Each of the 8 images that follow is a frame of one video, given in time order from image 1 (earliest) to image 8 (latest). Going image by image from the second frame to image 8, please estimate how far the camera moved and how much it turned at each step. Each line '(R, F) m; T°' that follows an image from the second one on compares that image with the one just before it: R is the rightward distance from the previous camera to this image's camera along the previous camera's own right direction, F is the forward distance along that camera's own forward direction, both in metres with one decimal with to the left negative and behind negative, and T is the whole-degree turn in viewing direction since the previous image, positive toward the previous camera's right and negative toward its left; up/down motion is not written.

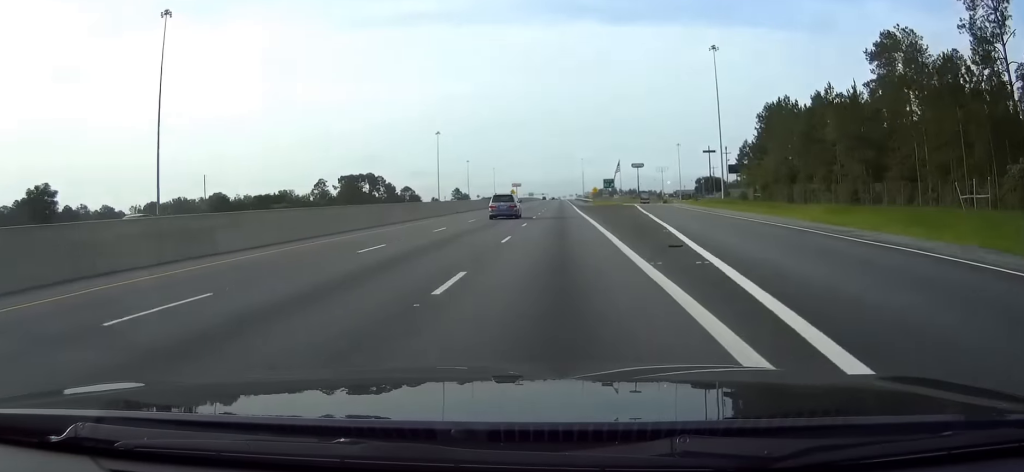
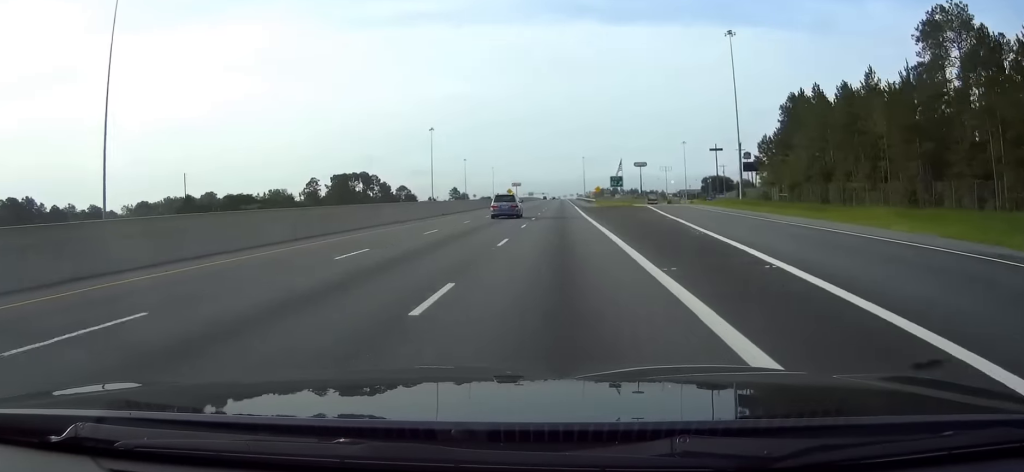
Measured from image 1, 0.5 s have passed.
(-0.1, +14.0) m; -1°
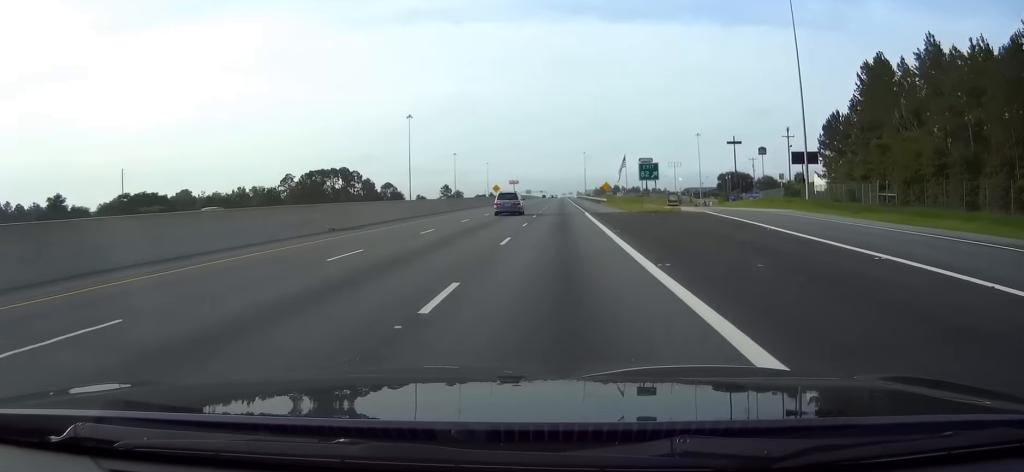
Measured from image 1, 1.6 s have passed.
(-0.4, +34.9) m; 0°
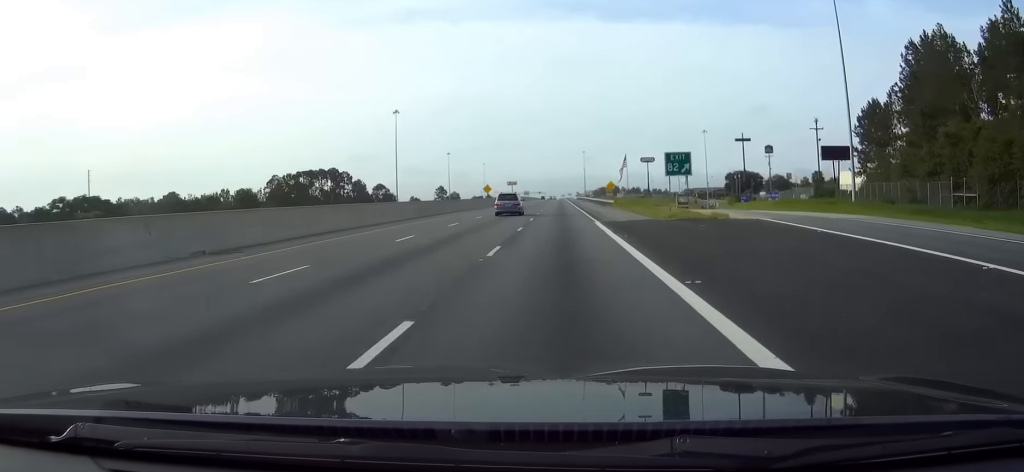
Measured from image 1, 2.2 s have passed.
(0.0, +15.9) m; 0°
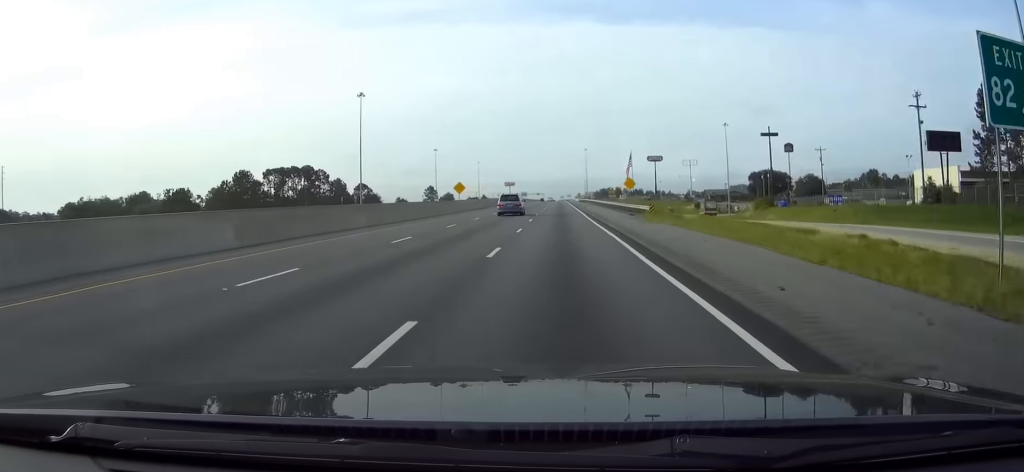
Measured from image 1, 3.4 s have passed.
(+0.5, +35.6) m; +1°
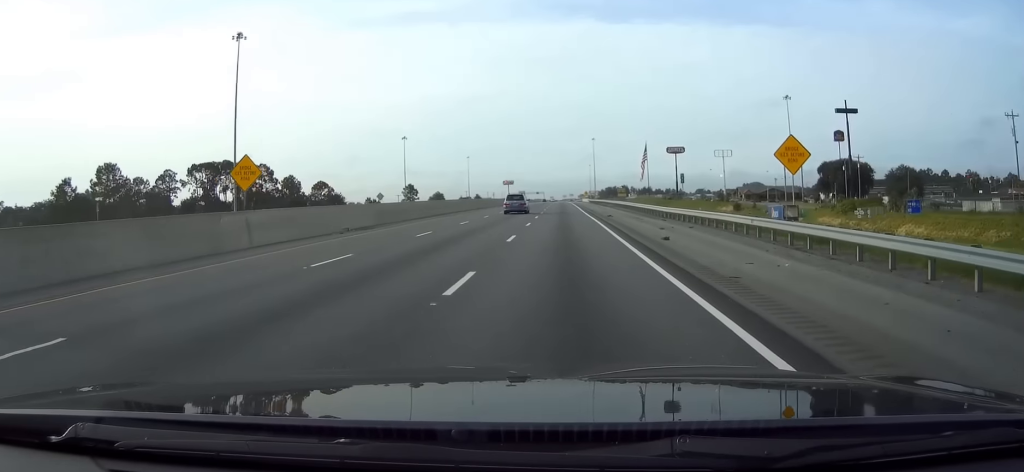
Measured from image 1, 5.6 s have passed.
(-0.2, +66.1) m; 0°
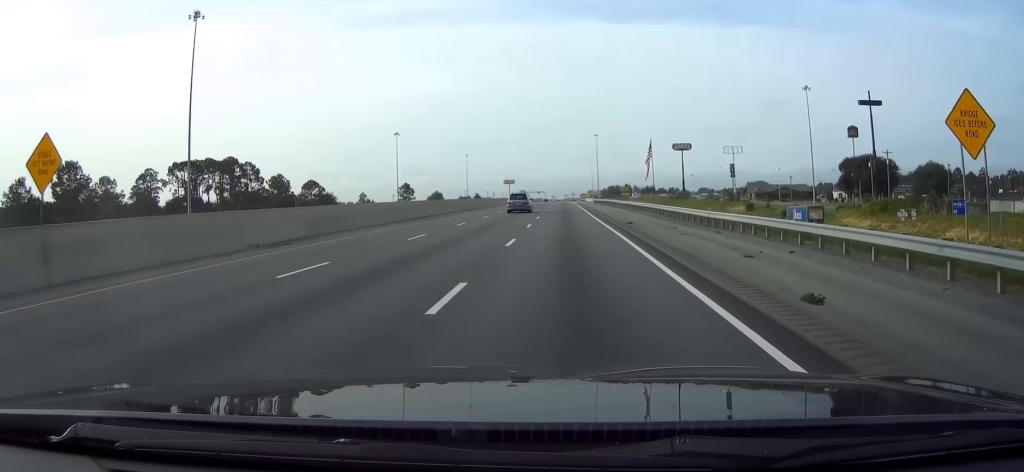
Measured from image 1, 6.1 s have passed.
(0.0, +13.8) m; 0°
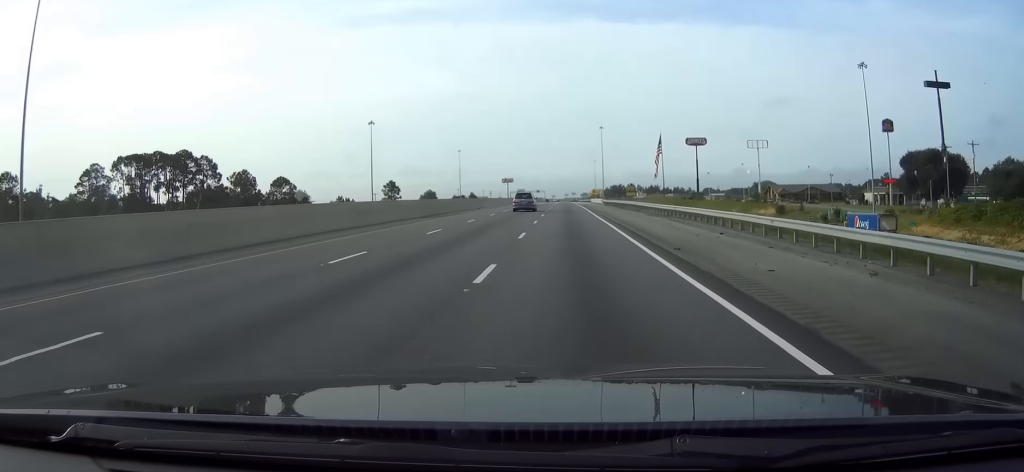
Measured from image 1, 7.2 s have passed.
(-0.2, +32.6) m; -1°
